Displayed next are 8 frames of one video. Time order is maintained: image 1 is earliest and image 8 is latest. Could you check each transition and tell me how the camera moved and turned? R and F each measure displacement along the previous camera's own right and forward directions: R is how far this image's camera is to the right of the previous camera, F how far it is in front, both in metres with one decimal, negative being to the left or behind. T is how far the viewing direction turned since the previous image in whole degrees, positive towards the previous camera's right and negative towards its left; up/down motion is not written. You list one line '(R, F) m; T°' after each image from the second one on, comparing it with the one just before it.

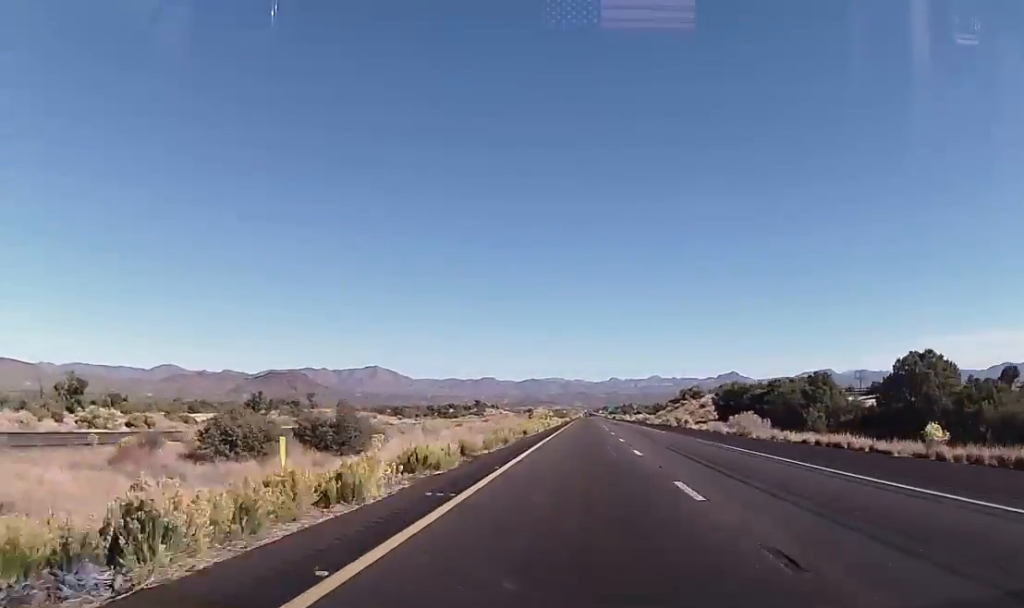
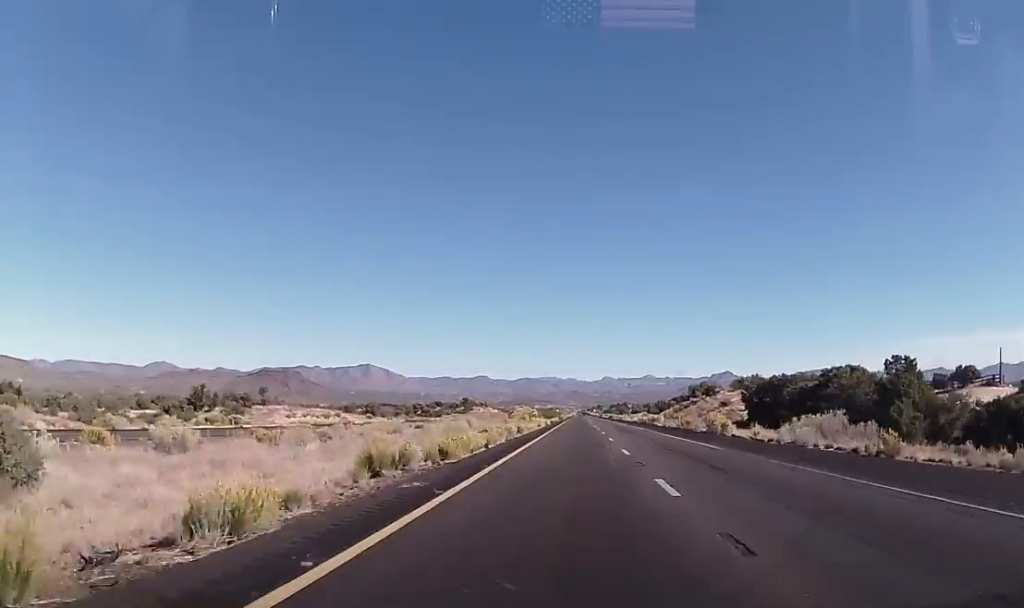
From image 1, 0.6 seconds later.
(0.0, +23.7) m; 0°
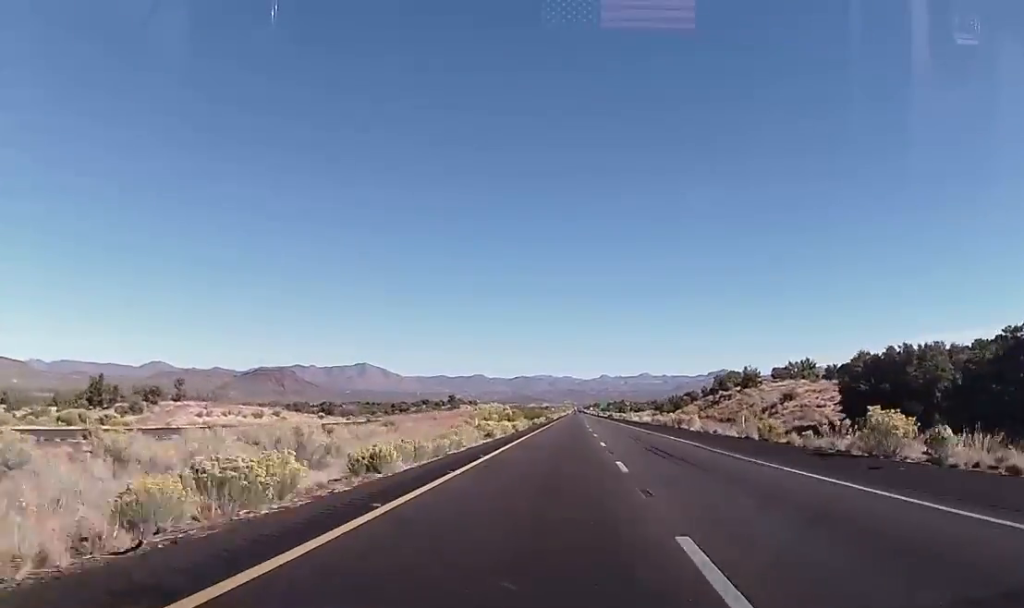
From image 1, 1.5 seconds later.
(+0.2, +32.5) m; +1°
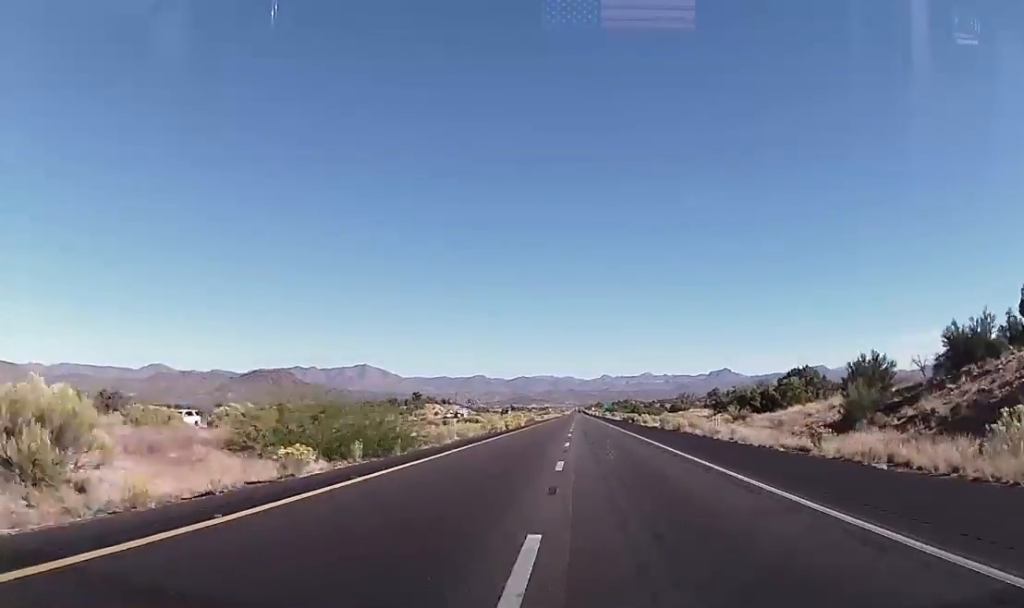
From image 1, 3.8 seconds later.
(+0.9, +86.6) m; +1°
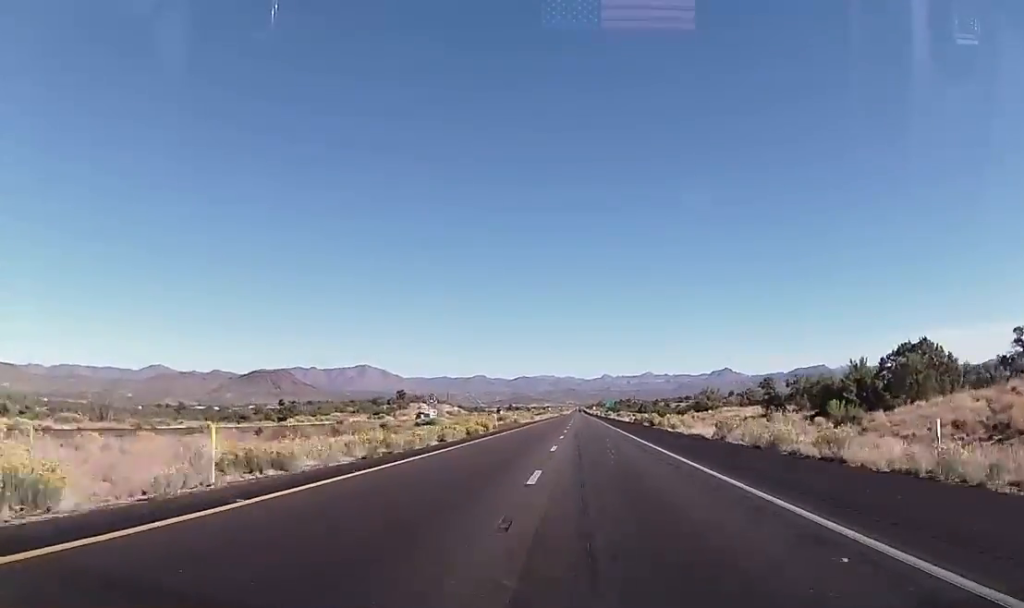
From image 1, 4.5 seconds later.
(0.0, +27.6) m; 0°
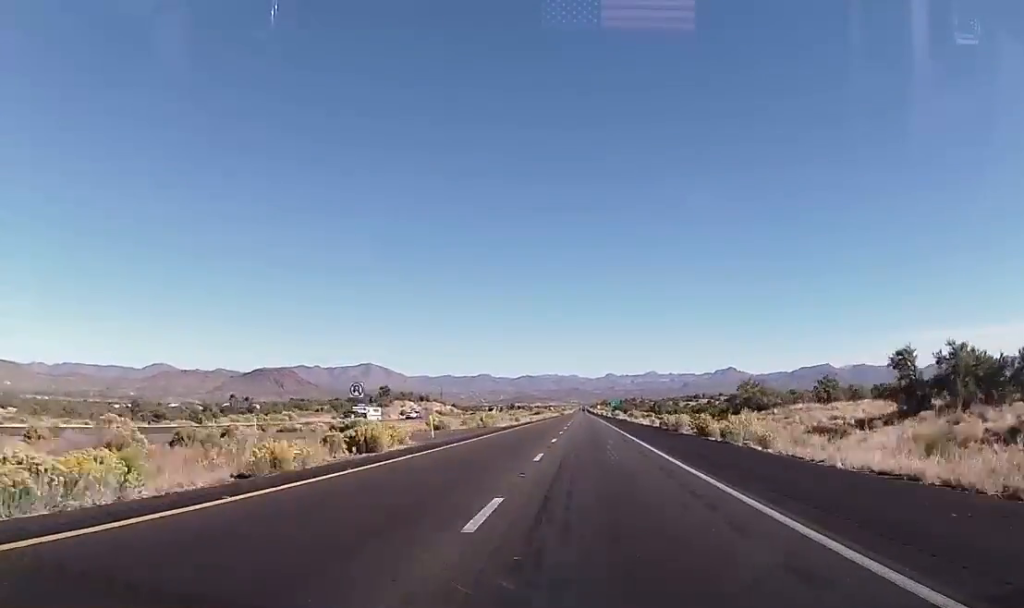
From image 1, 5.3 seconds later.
(0.0, +30.1) m; 0°
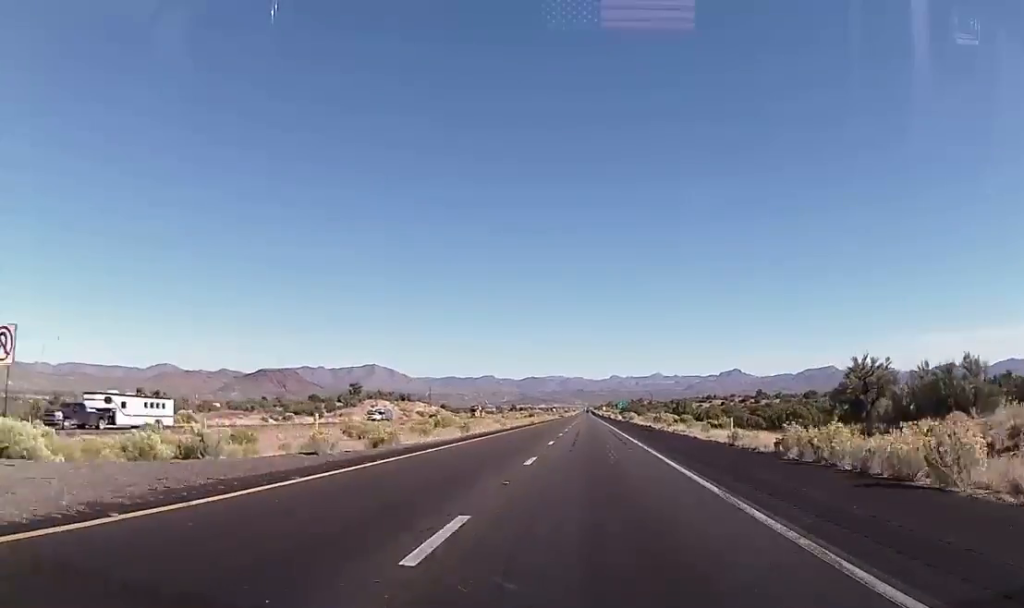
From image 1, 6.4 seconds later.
(-0.1, +39.0) m; -1°
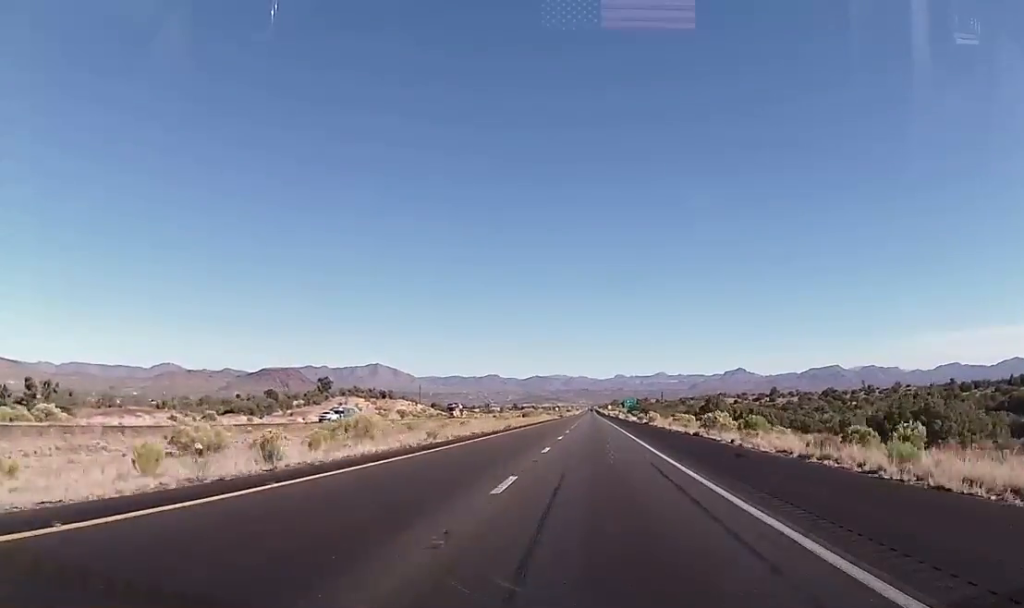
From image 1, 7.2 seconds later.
(-0.3, +31.4) m; 0°
